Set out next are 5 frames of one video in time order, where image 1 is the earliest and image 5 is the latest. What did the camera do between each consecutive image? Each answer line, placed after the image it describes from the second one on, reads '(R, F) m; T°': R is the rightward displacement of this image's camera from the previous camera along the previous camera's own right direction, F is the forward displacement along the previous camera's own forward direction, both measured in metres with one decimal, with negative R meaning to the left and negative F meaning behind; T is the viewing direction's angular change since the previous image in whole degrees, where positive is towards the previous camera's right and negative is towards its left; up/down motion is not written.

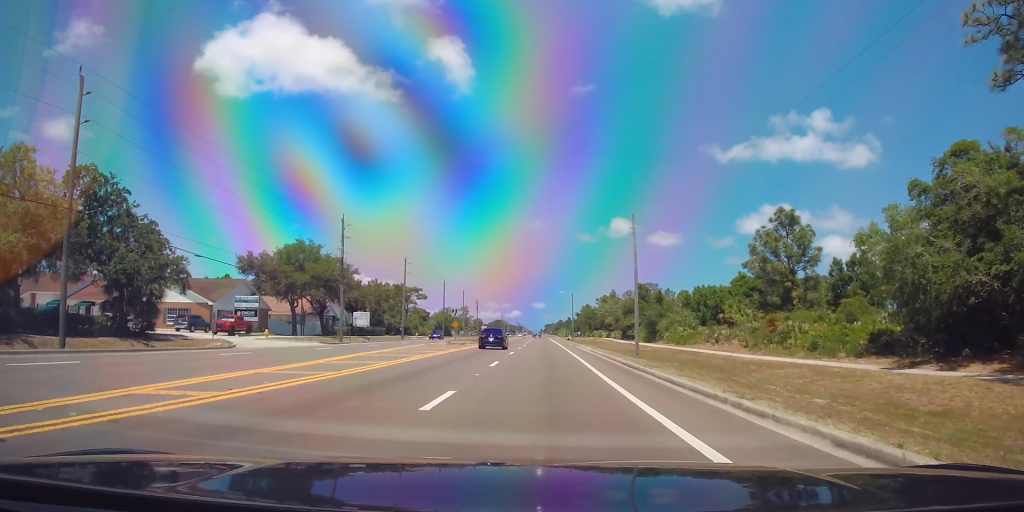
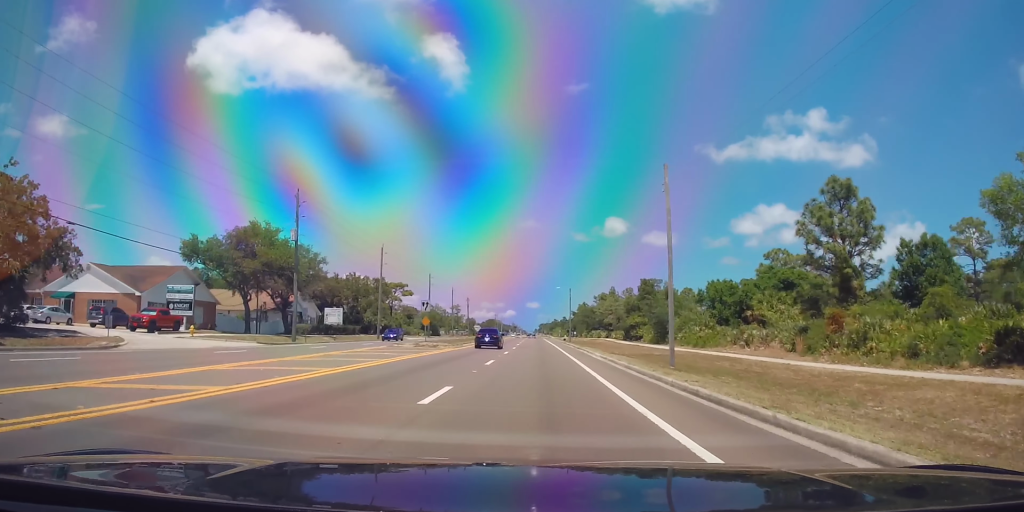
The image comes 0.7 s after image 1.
(0.0, +11.1) m; 0°
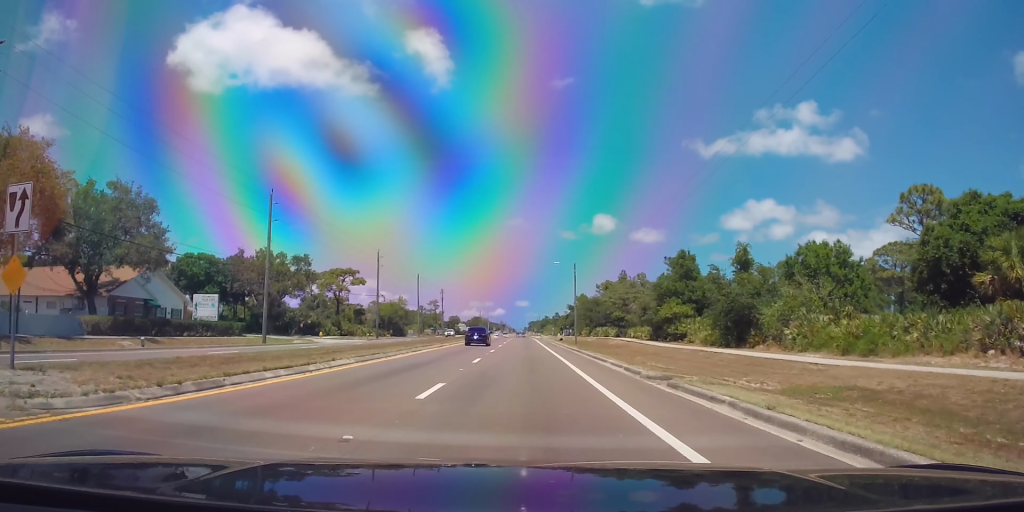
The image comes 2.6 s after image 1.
(+0.6, +34.5) m; +1°
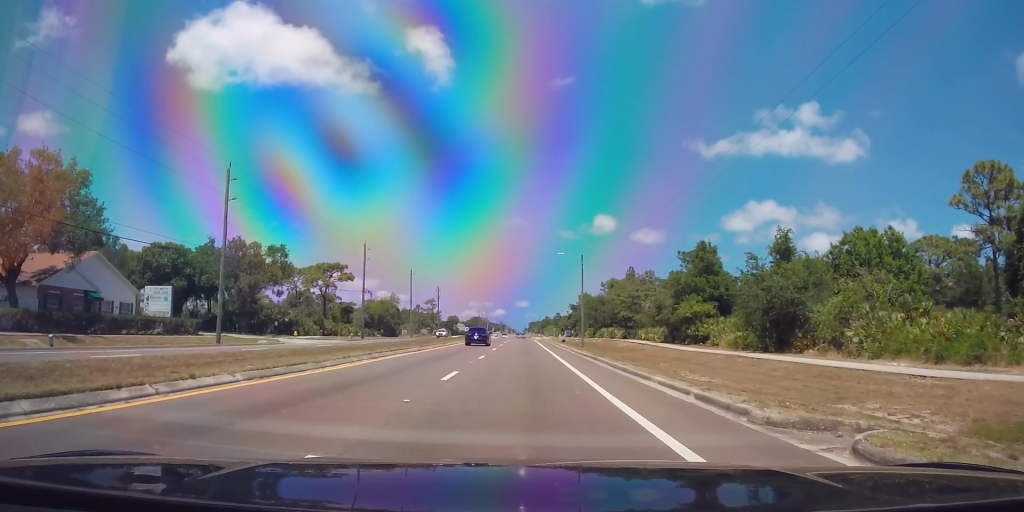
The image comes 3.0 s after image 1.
(+0.1, +8.4) m; 0°
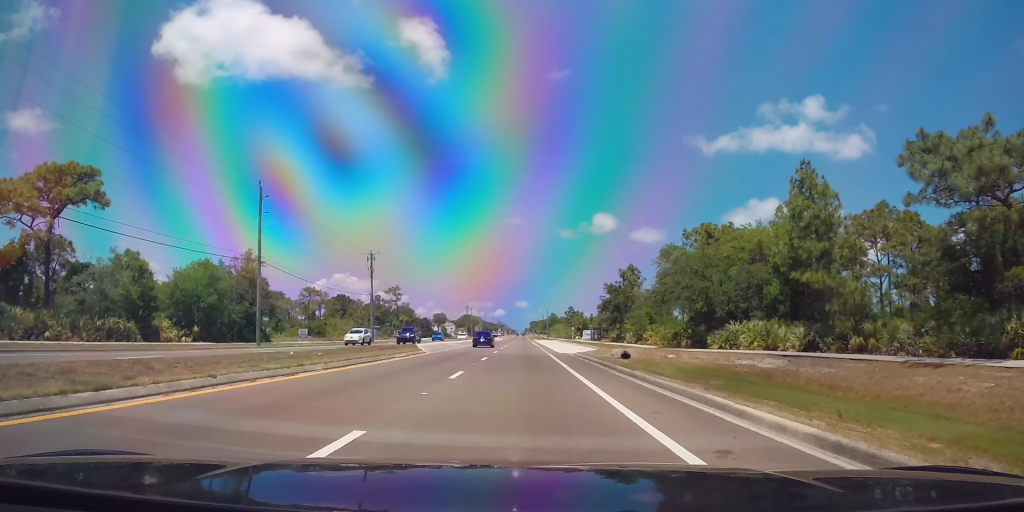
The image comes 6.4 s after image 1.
(-2.1, +71.6) m; -3°
